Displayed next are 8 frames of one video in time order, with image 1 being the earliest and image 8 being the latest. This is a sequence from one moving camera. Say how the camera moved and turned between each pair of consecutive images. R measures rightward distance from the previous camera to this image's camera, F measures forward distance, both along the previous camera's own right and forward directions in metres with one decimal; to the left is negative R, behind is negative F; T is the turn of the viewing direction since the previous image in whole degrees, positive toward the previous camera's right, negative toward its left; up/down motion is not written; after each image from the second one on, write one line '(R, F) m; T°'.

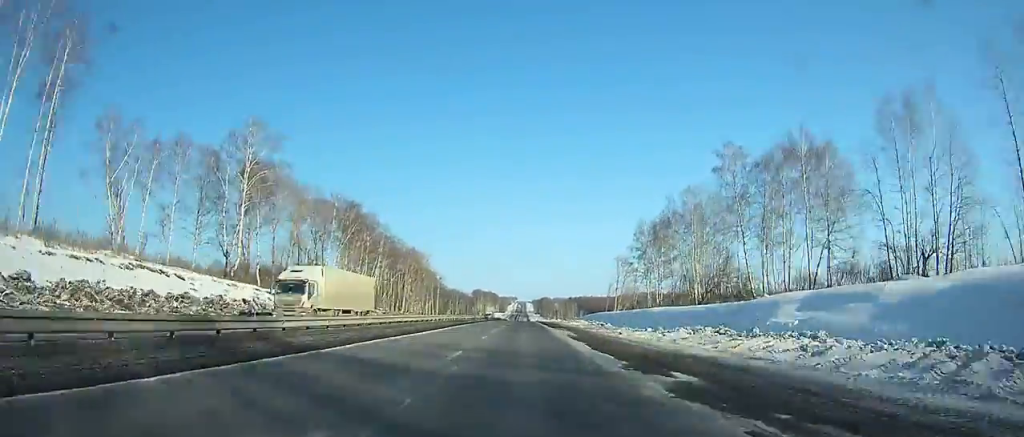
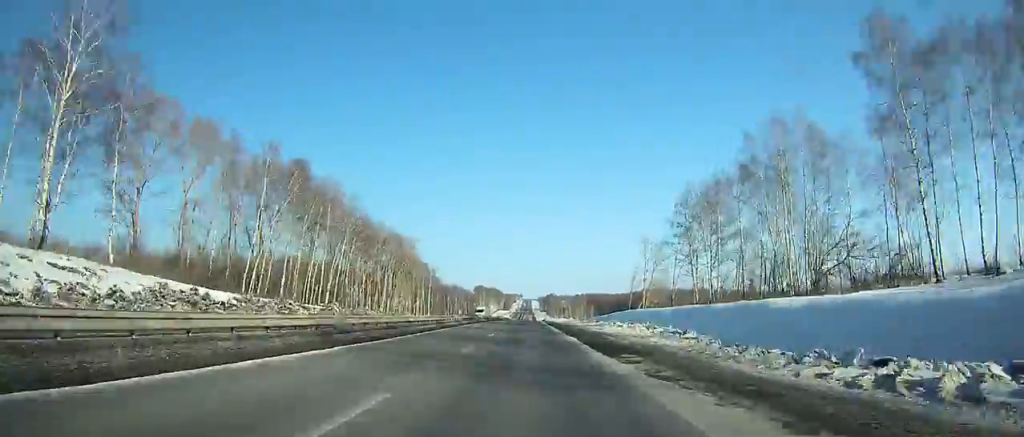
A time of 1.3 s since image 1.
(0.0, +33.2) m; 0°
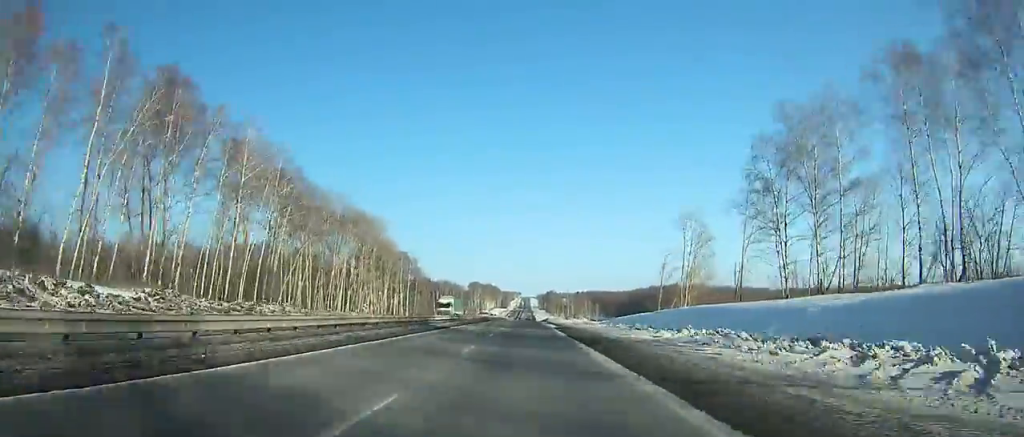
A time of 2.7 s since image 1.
(-0.1, +35.9) m; 0°
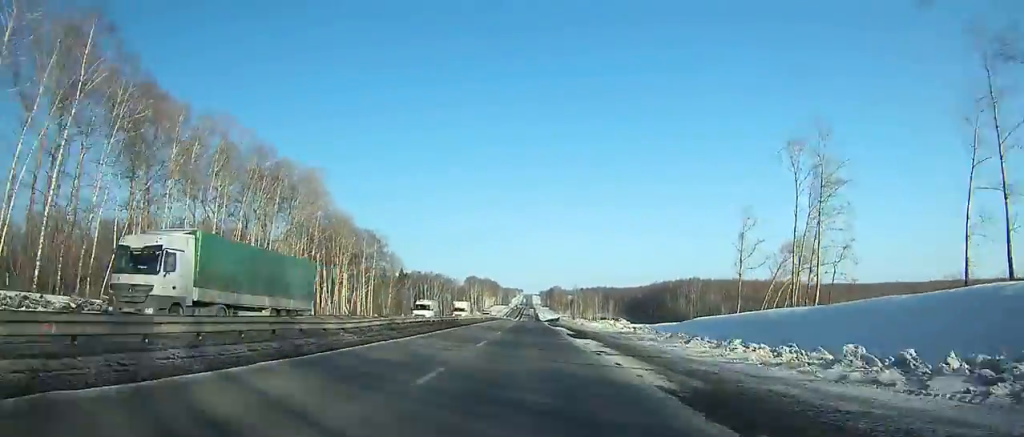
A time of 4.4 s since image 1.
(-0.1, +43.8) m; 0°
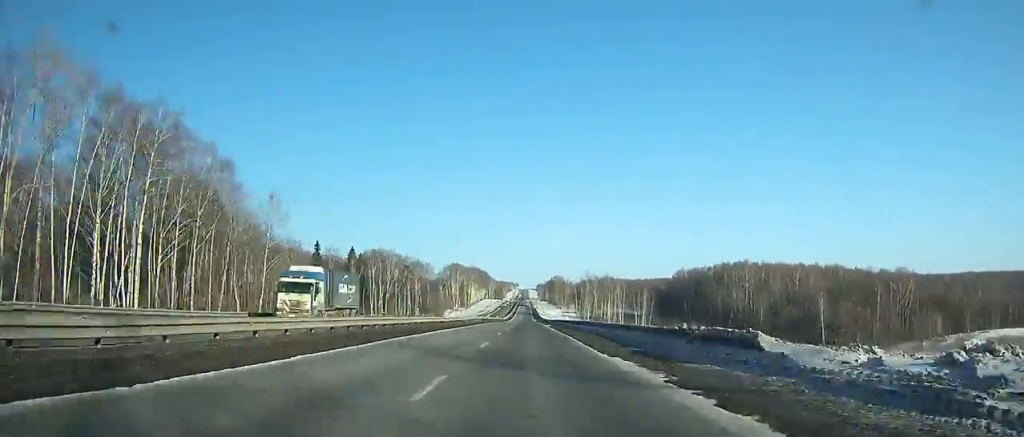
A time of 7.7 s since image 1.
(+0.5, +85.4) m; +1°
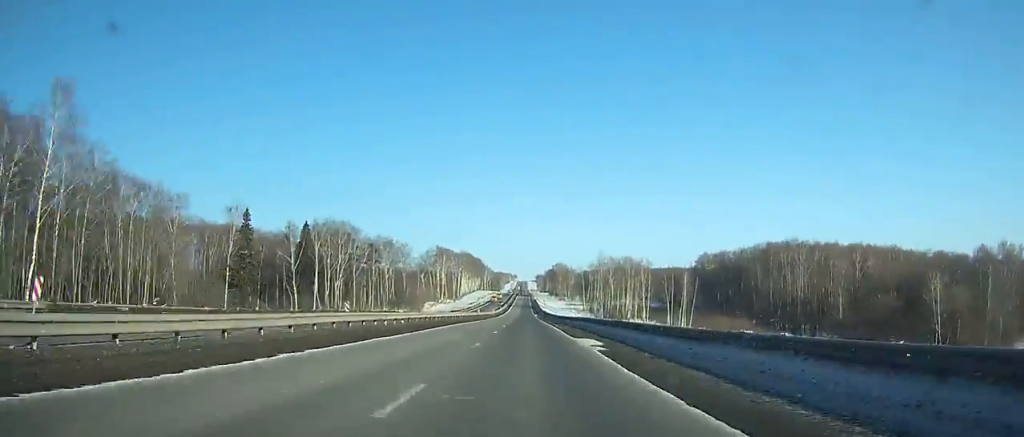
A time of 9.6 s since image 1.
(+0.2, +49.5) m; 0°
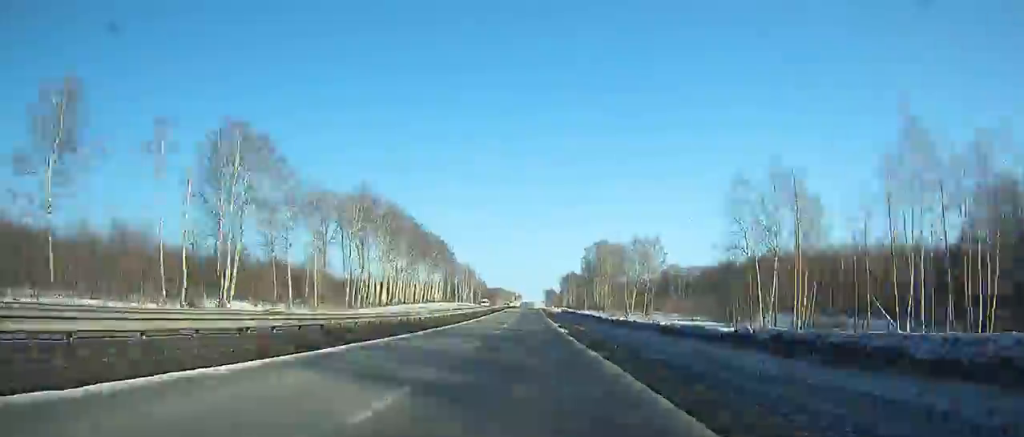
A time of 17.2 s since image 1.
(-1.0, +200.6) m; -1°
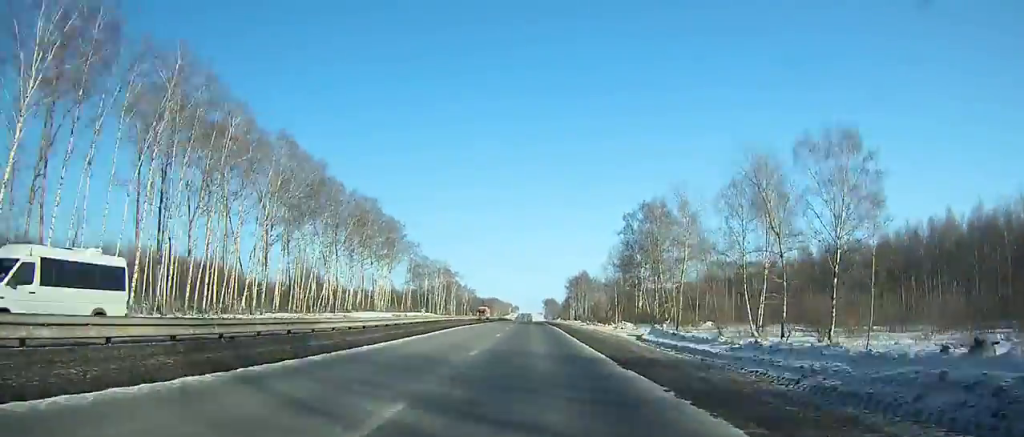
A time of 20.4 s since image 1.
(-0.1, +84.6) m; 0°
